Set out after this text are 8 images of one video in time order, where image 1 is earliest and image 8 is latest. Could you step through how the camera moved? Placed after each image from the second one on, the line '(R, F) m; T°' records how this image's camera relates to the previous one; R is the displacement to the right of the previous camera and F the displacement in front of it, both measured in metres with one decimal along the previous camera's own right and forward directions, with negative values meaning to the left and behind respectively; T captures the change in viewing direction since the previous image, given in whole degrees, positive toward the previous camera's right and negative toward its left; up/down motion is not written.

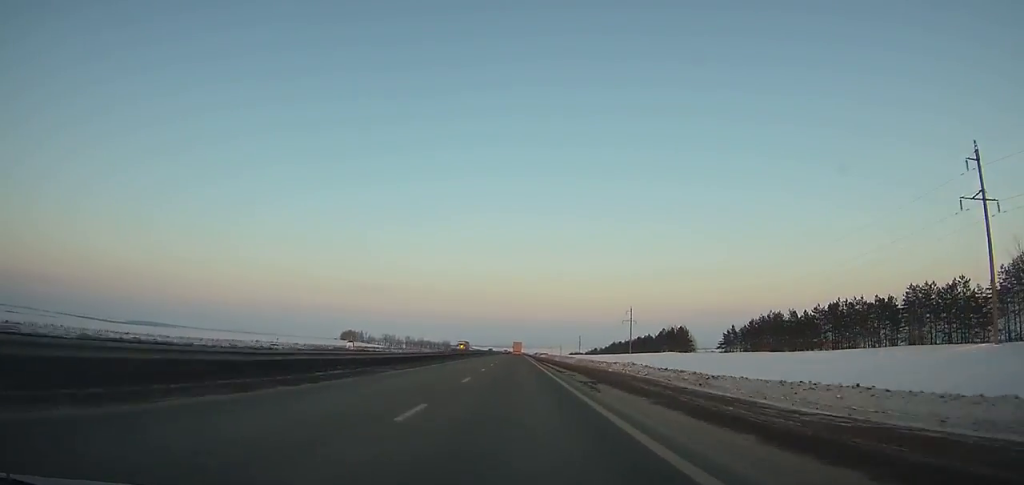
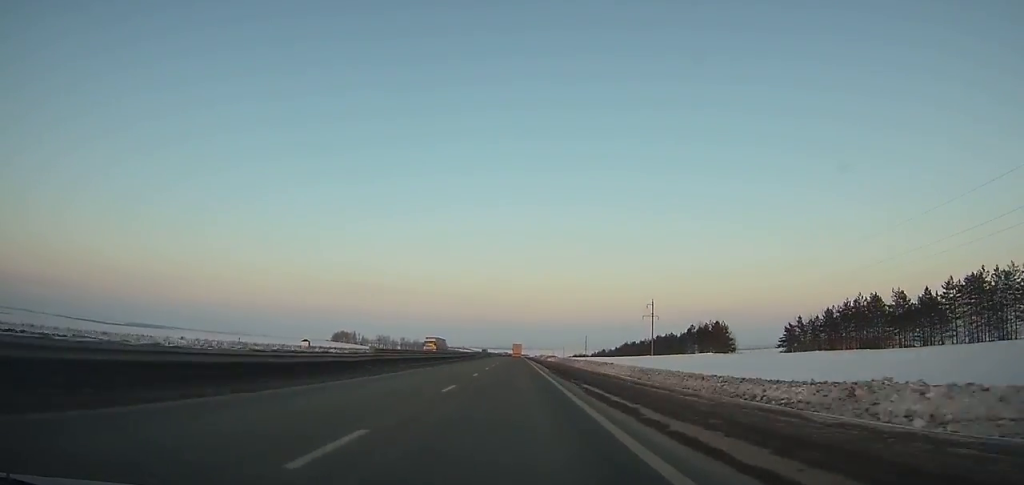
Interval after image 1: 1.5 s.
(0.0, +39.8) m; 0°
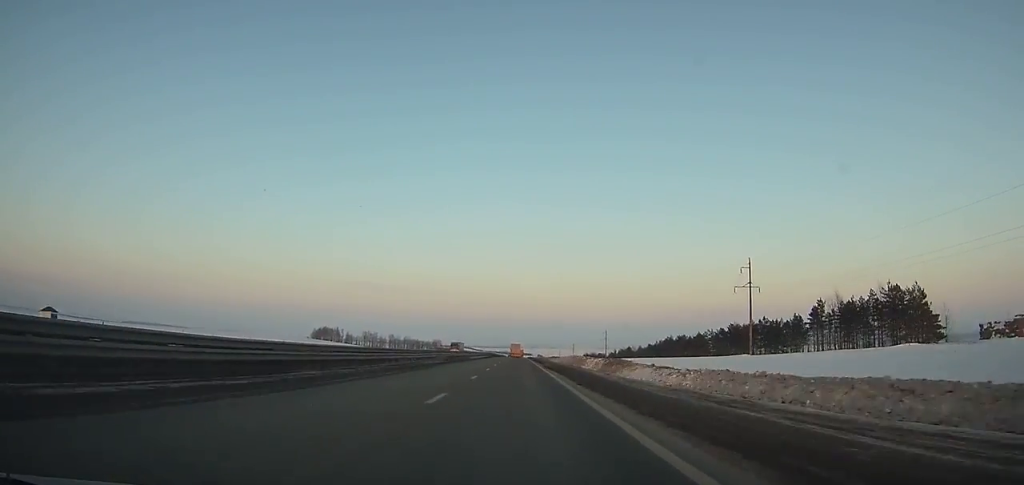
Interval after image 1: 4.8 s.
(-0.2, +87.3) m; 0°
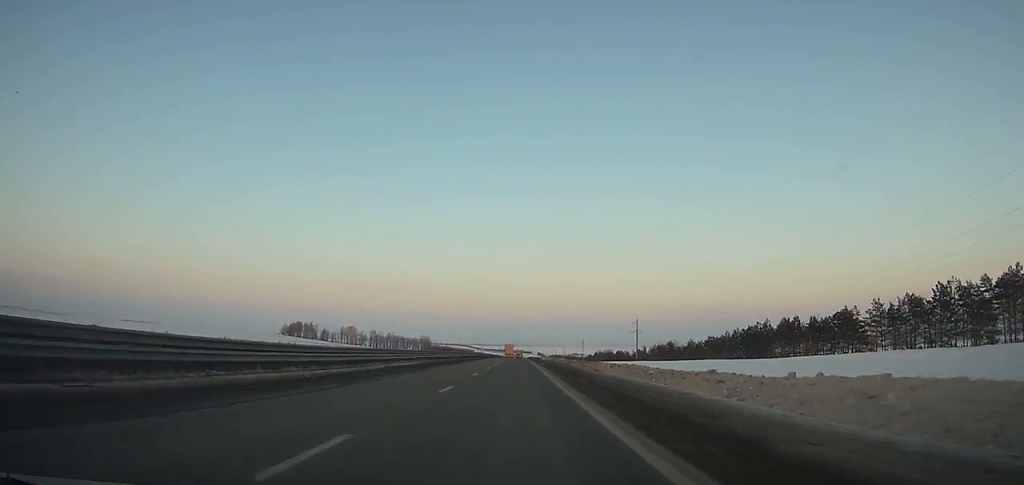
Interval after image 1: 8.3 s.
(+0.2, +92.3) m; 0°
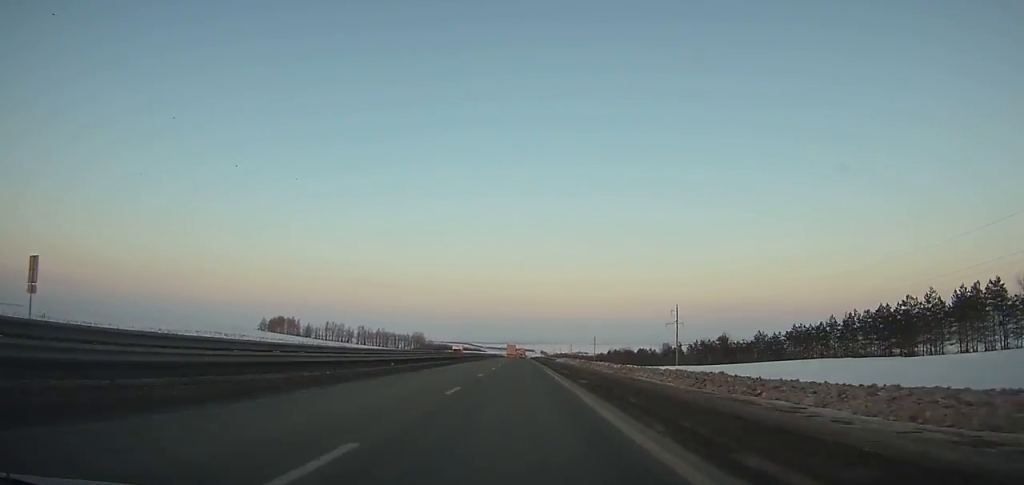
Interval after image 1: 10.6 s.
(0.0, +60.7) m; 0°
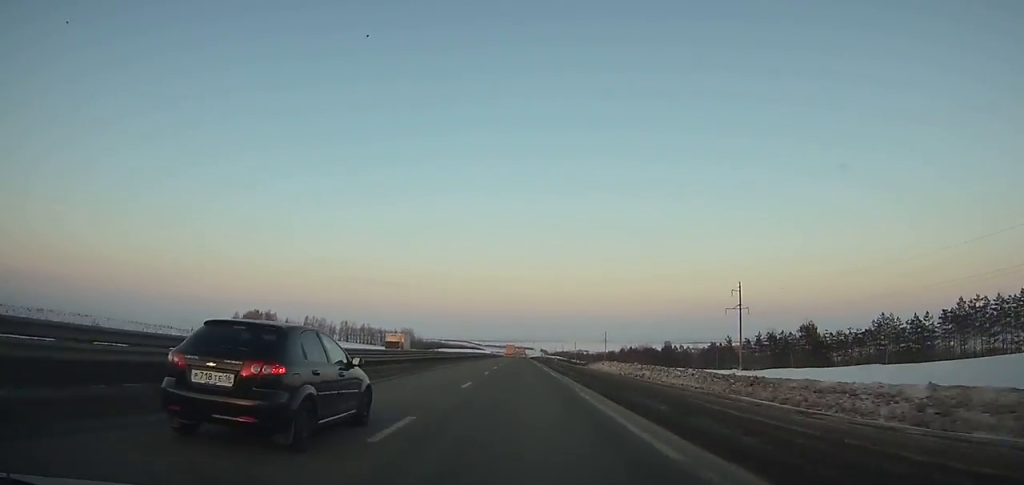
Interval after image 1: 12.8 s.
(-0.1, +58.4) m; 0°
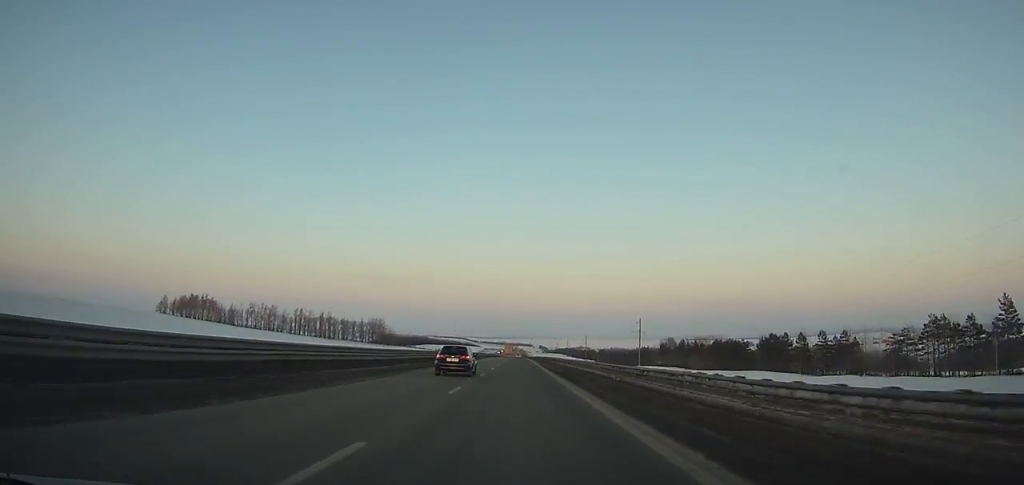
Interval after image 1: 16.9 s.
(+0.2, +110.0) m; 0°
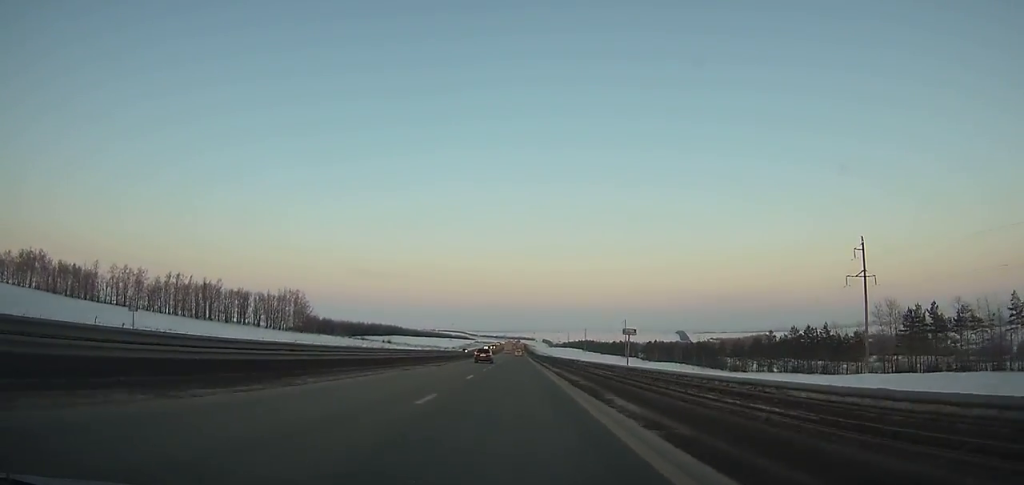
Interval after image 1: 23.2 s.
(+0.1, +171.5) m; 0°
